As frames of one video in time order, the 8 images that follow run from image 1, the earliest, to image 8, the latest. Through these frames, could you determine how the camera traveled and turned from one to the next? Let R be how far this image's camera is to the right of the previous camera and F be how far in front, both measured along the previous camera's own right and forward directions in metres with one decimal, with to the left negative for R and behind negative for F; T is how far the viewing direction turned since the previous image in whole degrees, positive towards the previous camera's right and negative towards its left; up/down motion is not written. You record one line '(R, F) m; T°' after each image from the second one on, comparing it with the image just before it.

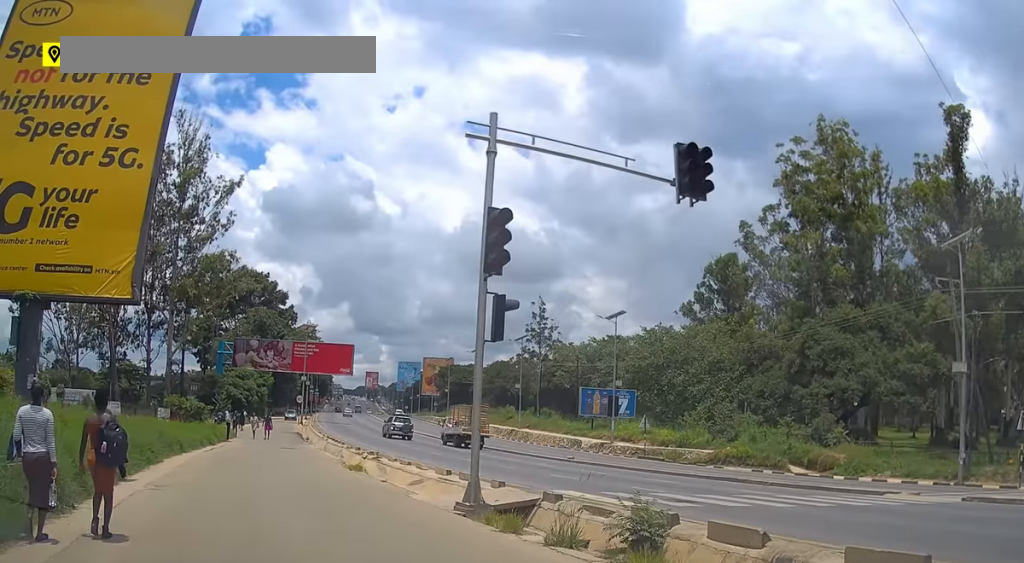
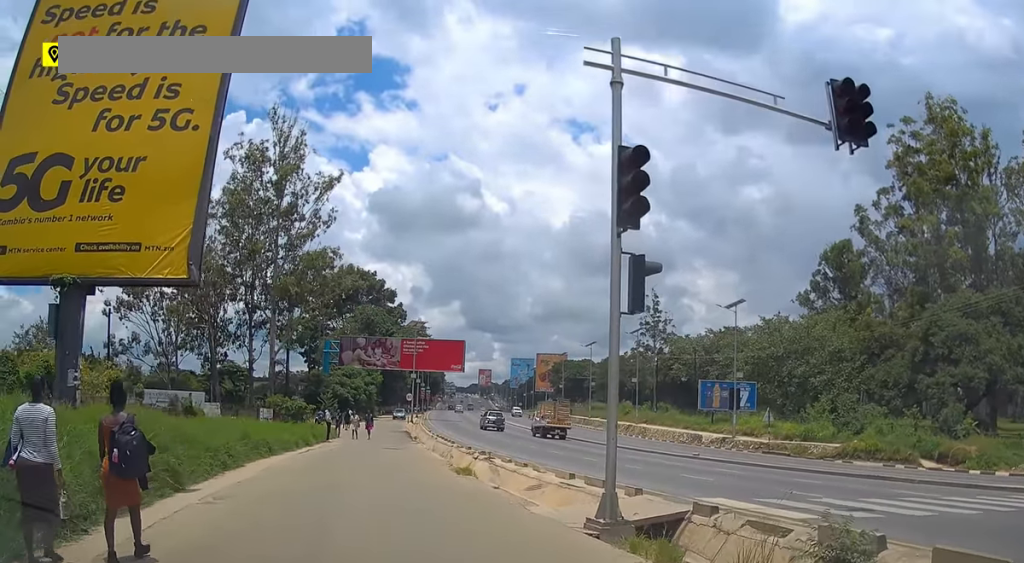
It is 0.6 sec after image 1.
(-0.1, +2.2) m; -7°
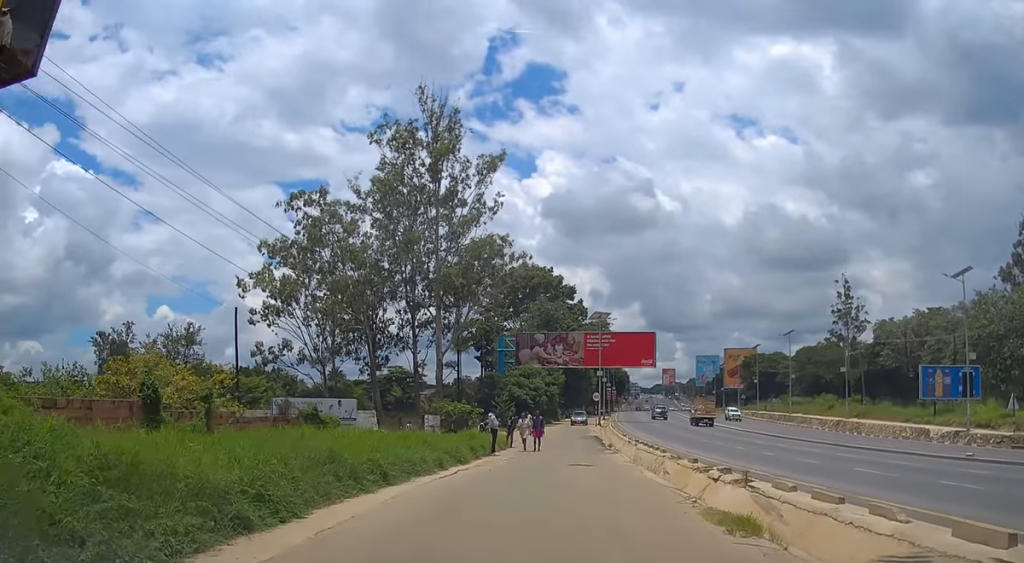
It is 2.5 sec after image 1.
(-1.1, +8.6) m; -13°
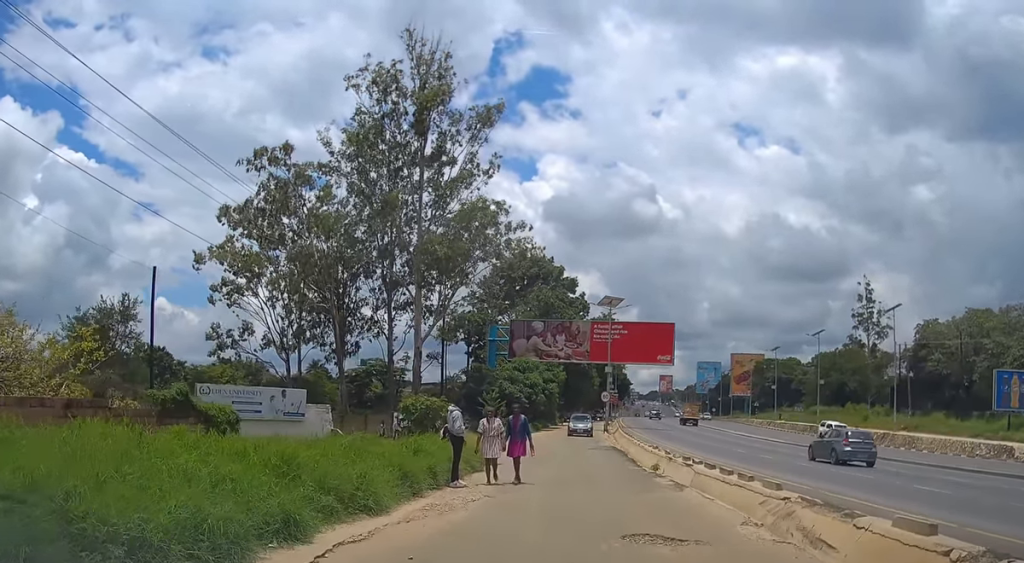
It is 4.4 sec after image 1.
(-0.6, +12.3) m; -1°
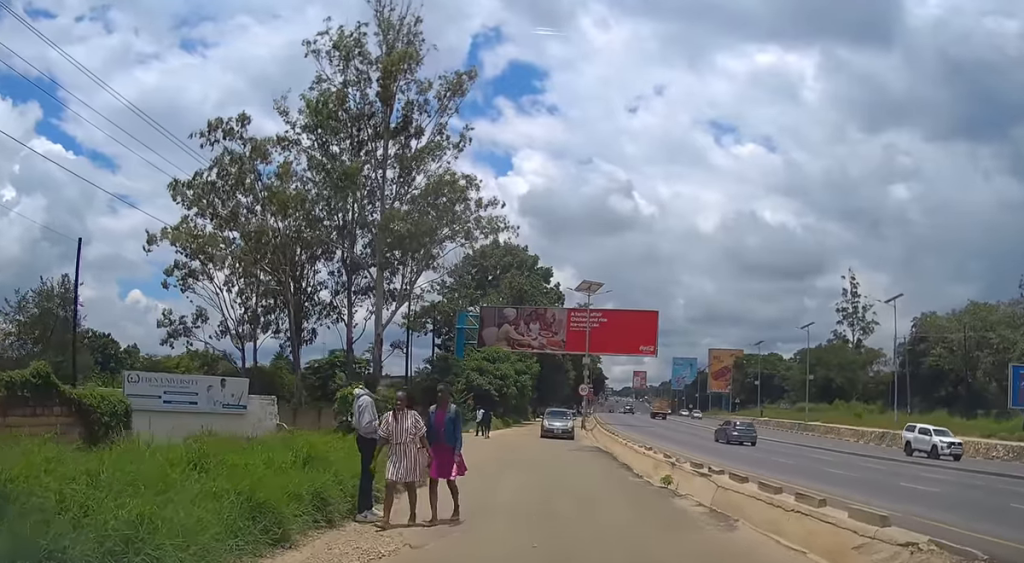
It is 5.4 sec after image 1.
(+0.2, +5.9) m; +3°
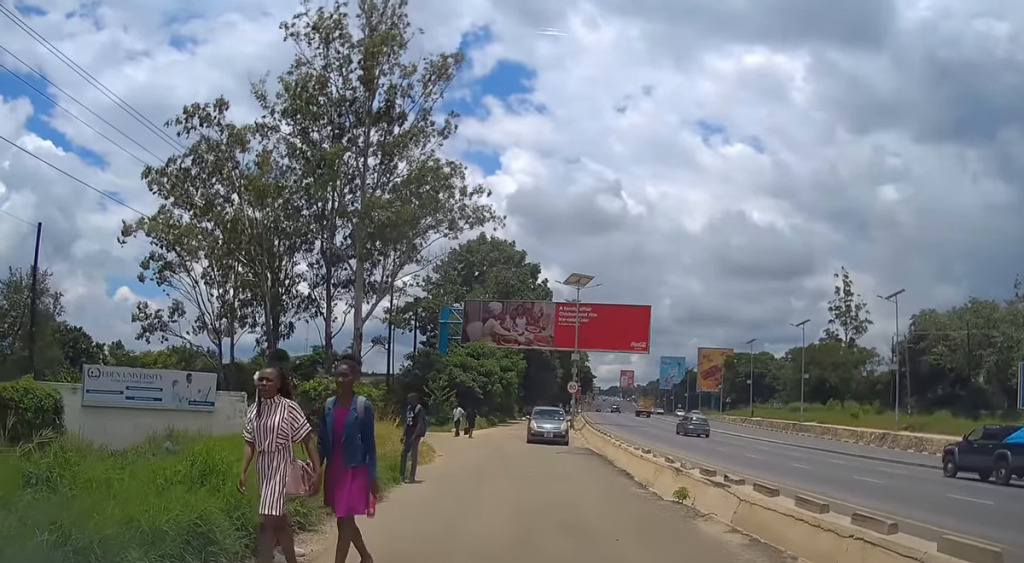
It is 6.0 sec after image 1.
(0.0, +3.0) m; 0°
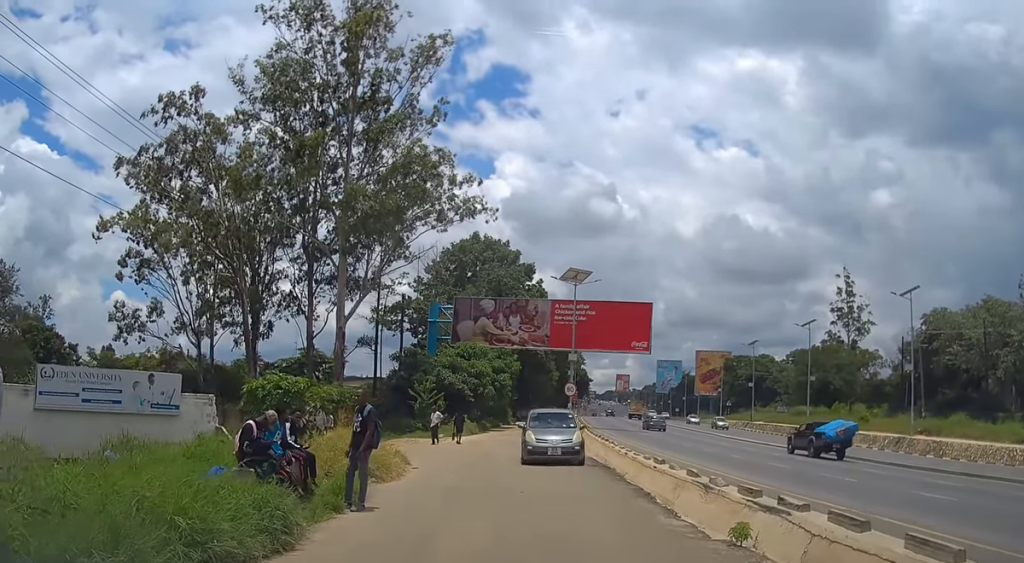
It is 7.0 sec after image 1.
(0.0, +4.5) m; -2°
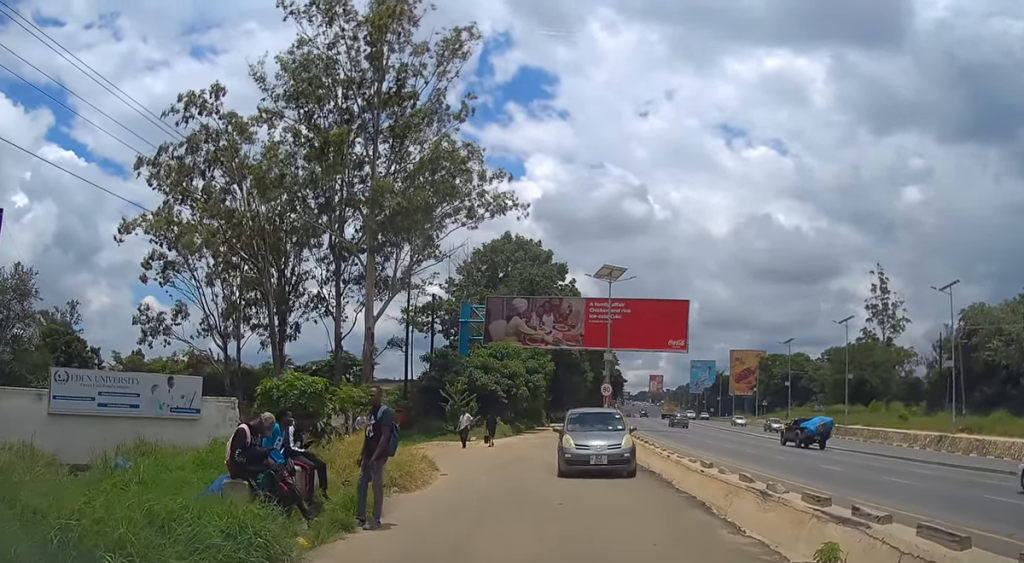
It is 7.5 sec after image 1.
(0.0, +1.8) m; -2°
